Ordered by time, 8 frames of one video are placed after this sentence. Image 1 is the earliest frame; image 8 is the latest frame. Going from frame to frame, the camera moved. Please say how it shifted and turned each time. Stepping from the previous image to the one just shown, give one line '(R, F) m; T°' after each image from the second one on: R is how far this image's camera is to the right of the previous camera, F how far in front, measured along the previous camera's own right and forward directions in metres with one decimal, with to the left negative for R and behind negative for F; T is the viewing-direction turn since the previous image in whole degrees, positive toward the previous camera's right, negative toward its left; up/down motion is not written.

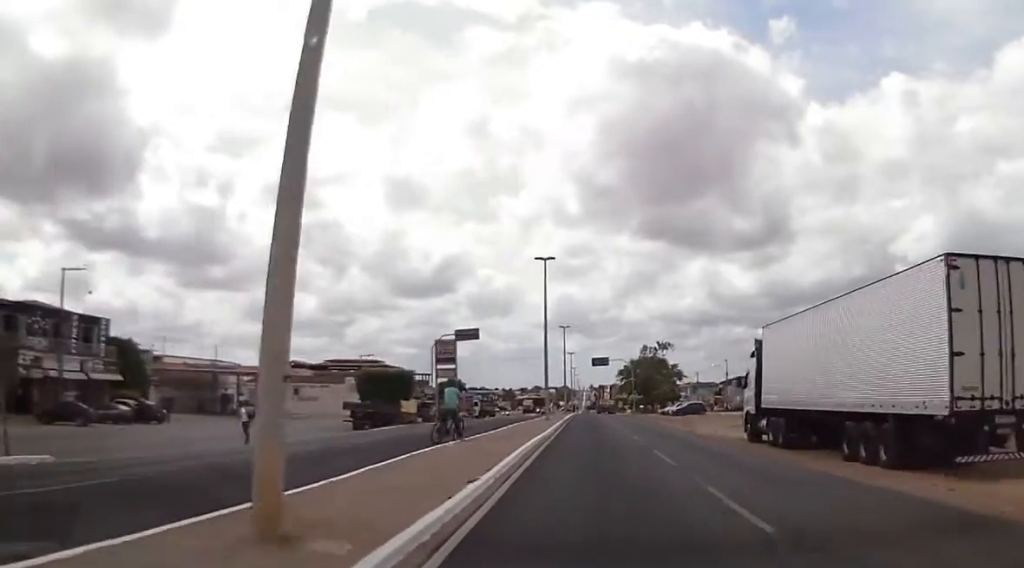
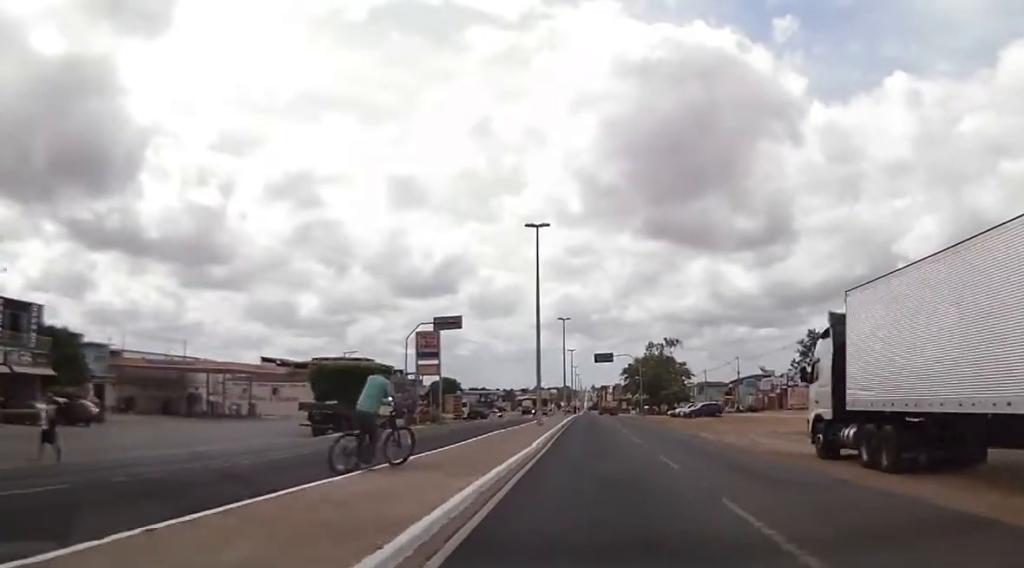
(+0.1, +9.0) m; +1°
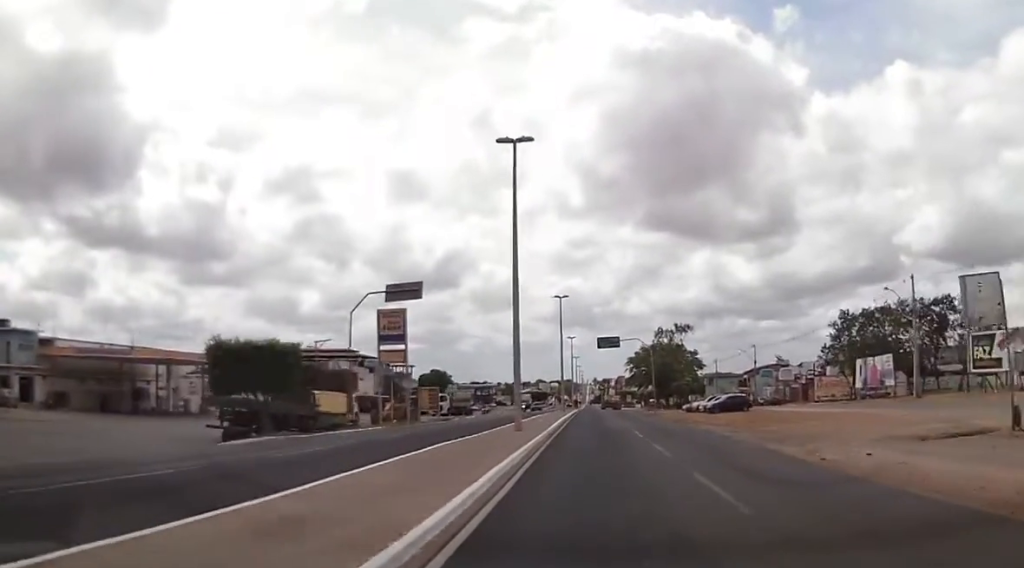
(0.0, +12.5) m; 0°
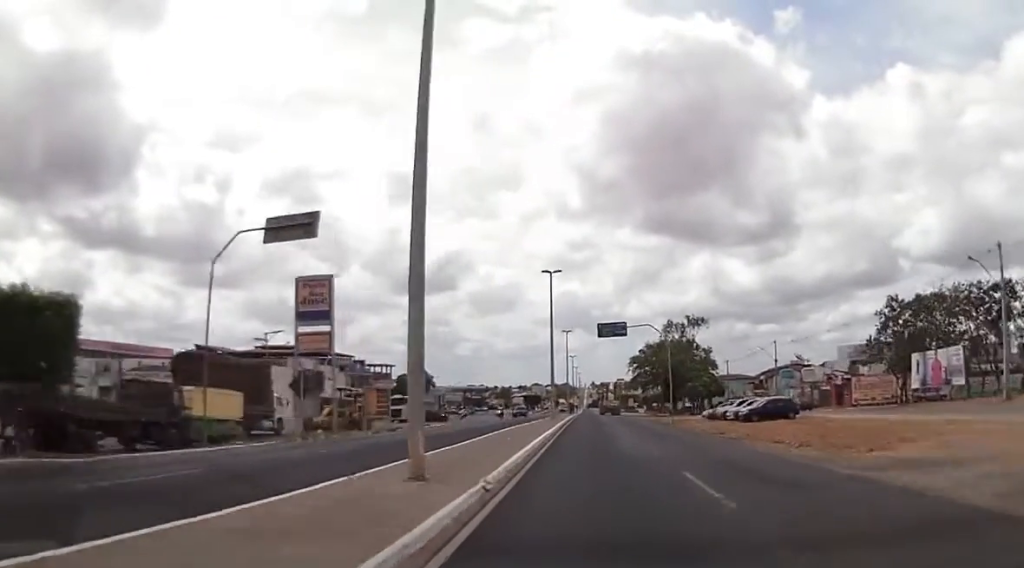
(0.0, +15.3) m; 0°
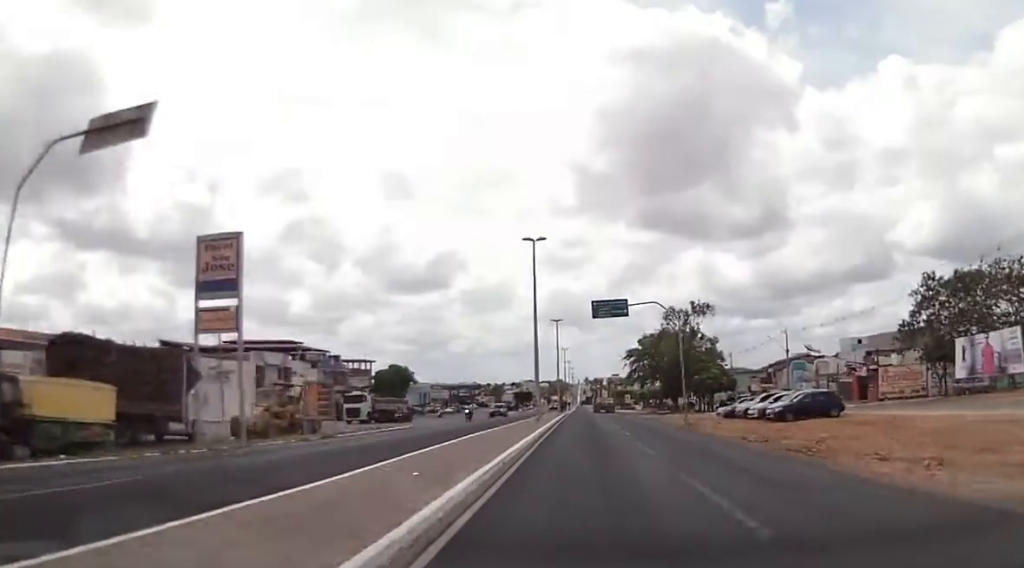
(0.0, +9.9) m; 0°
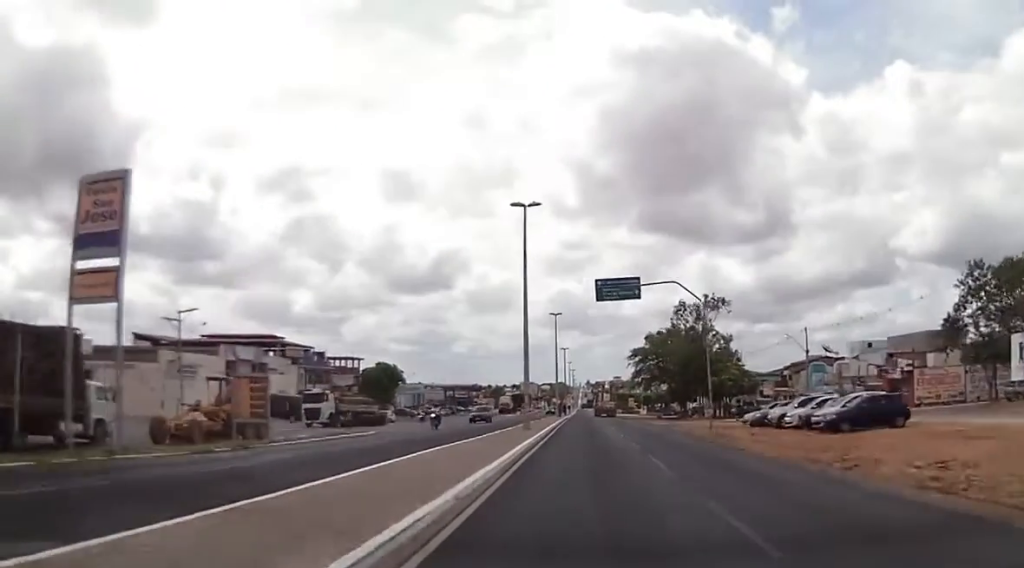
(0.0, +8.2) m; 0°
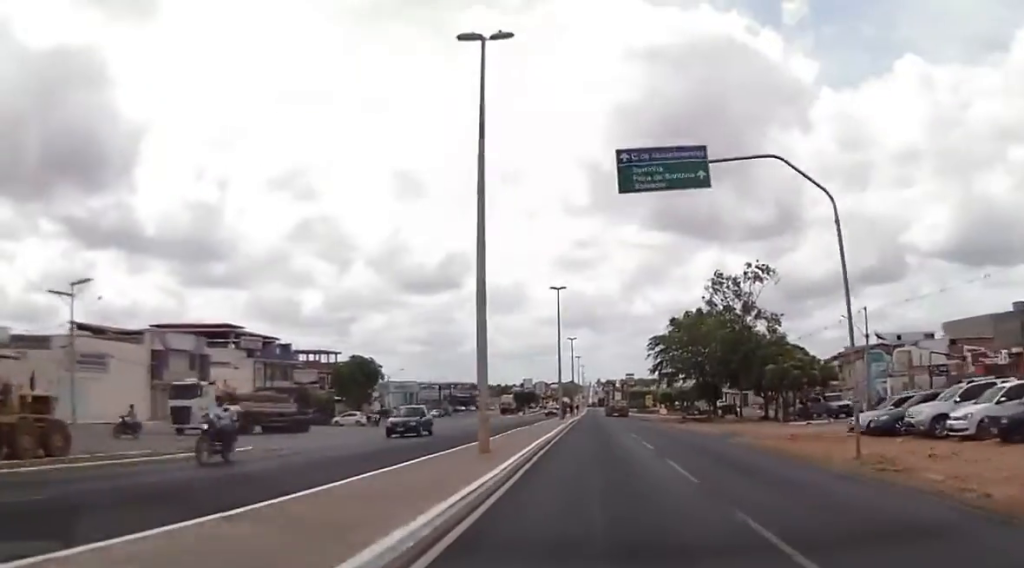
(0.0, +17.0) m; 0°
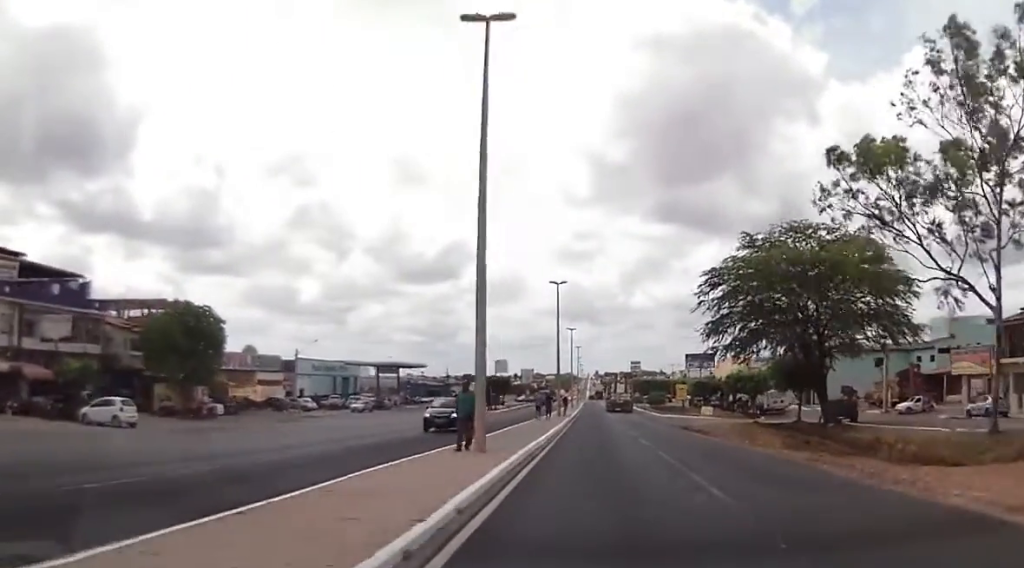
(0.0, +42.7) m; 0°
